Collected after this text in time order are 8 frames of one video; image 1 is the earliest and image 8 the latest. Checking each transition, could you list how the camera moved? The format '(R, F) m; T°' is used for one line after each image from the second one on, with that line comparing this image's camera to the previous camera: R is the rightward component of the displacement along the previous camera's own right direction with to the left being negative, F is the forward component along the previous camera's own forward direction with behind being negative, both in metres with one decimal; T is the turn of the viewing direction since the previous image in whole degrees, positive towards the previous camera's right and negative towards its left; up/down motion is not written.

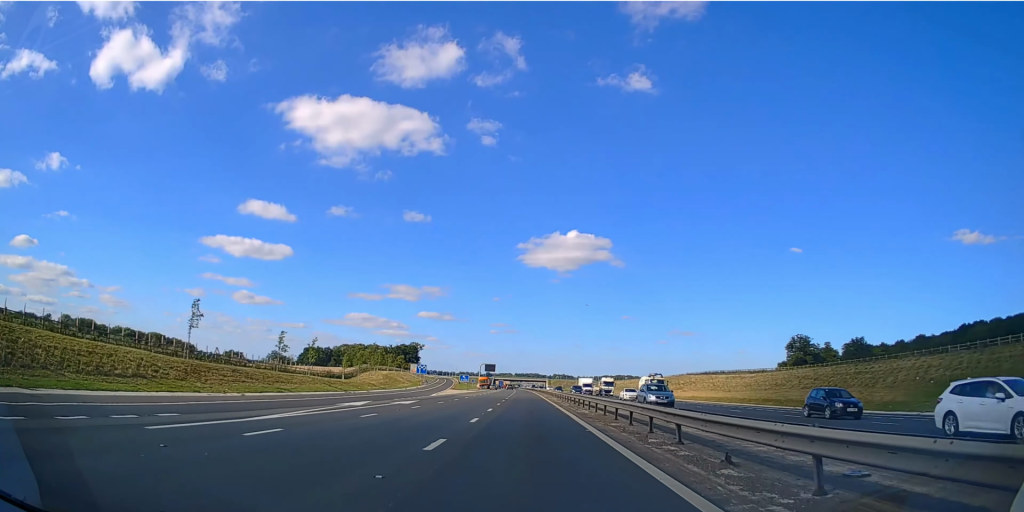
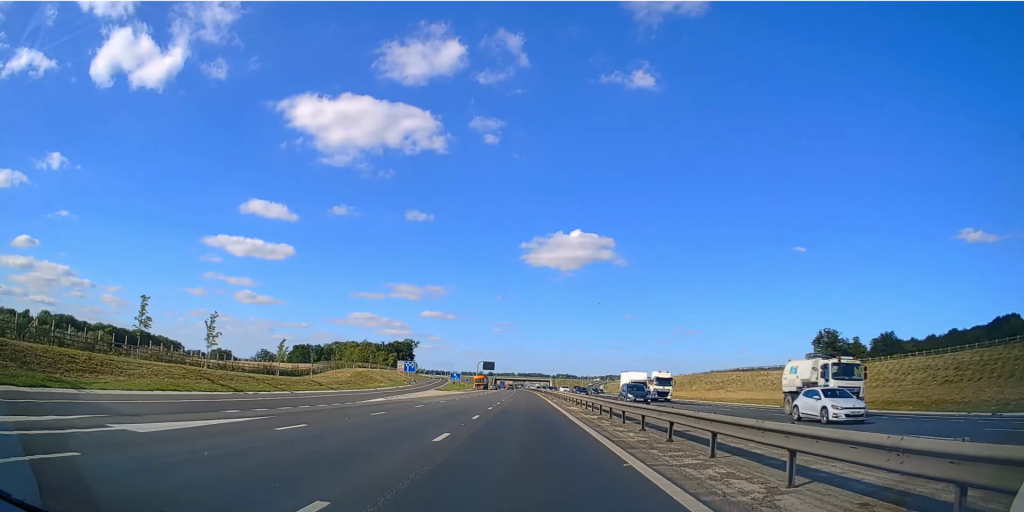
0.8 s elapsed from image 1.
(-0.1, +27.2) m; 0°
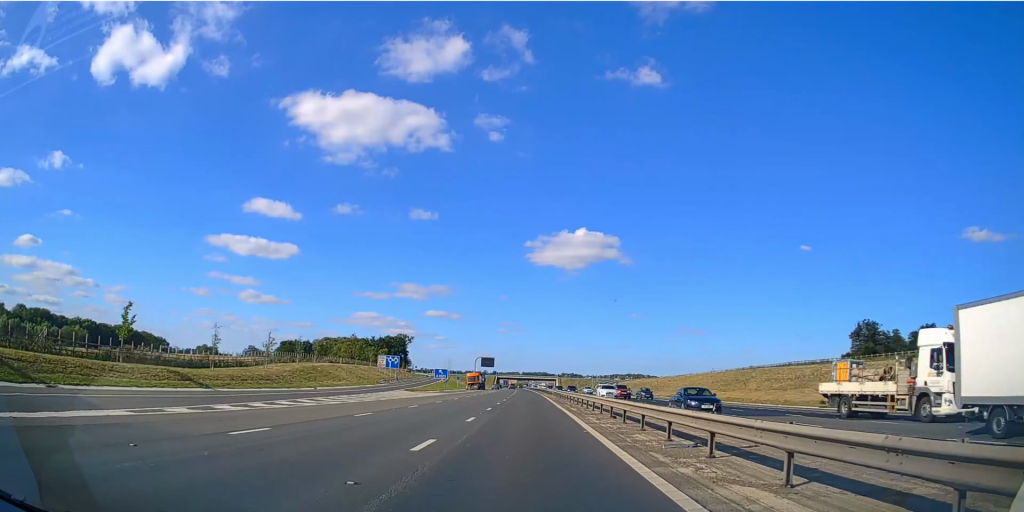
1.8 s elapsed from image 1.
(-0.1, +29.8) m; 0°
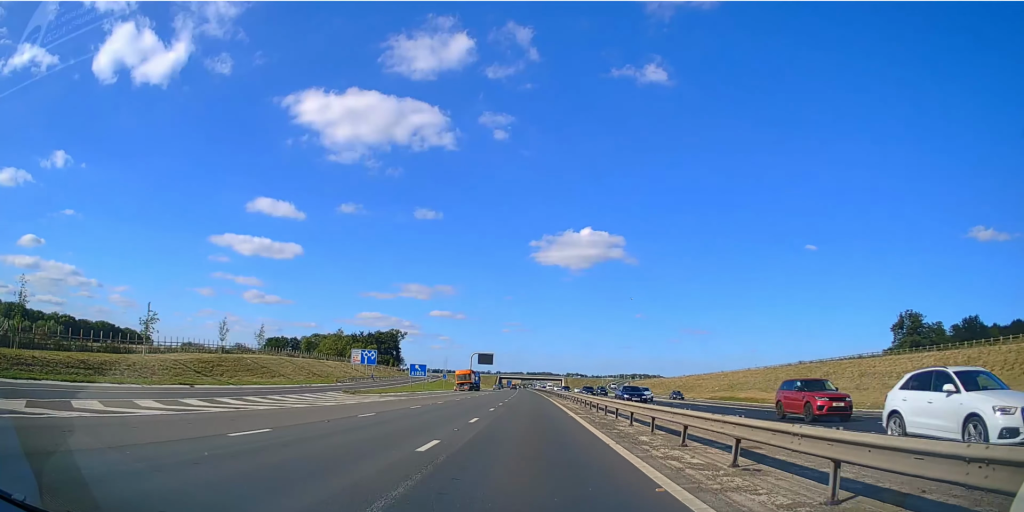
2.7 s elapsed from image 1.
(-0.1, +28.8) m; 0°
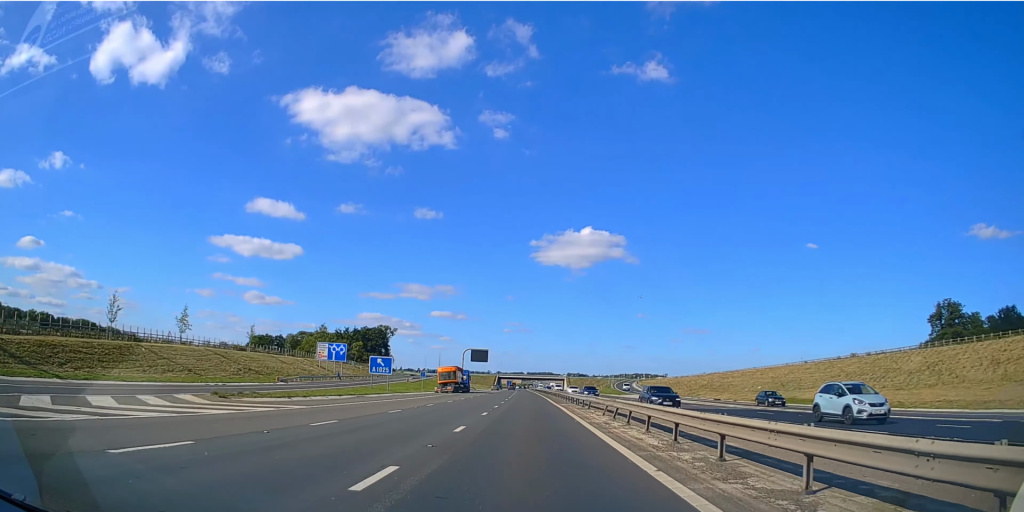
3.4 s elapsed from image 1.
(-0.1, +22.3) m; 0°
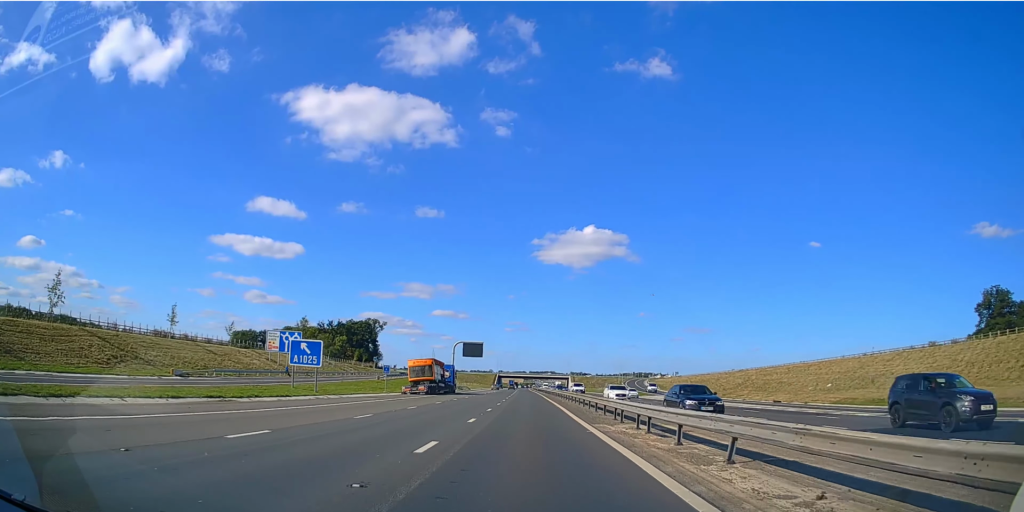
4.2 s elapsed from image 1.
(0.0, +22.2) m; 0°
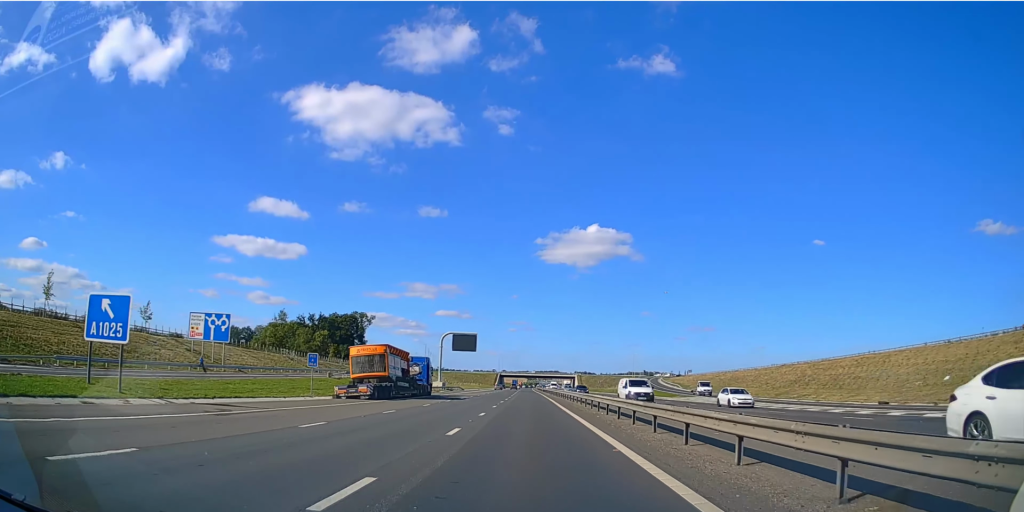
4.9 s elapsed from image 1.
(-0.1, +22.8) m; 0°
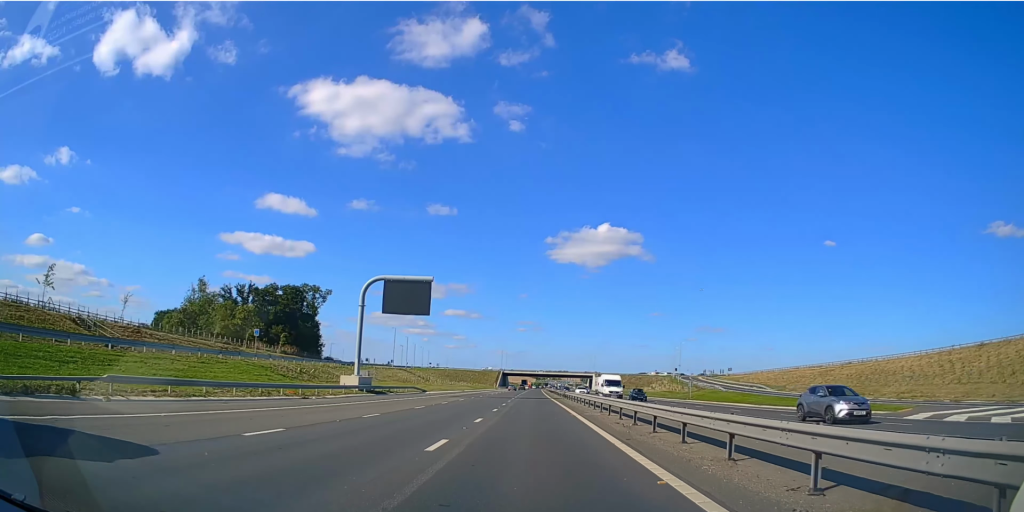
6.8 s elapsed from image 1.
(-0.3, +56.8) m; -1°
